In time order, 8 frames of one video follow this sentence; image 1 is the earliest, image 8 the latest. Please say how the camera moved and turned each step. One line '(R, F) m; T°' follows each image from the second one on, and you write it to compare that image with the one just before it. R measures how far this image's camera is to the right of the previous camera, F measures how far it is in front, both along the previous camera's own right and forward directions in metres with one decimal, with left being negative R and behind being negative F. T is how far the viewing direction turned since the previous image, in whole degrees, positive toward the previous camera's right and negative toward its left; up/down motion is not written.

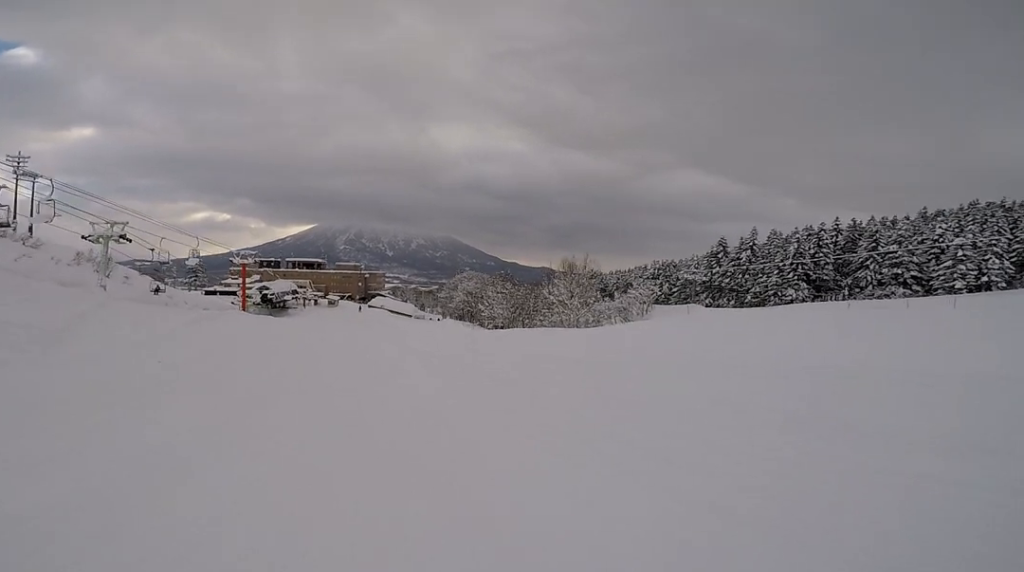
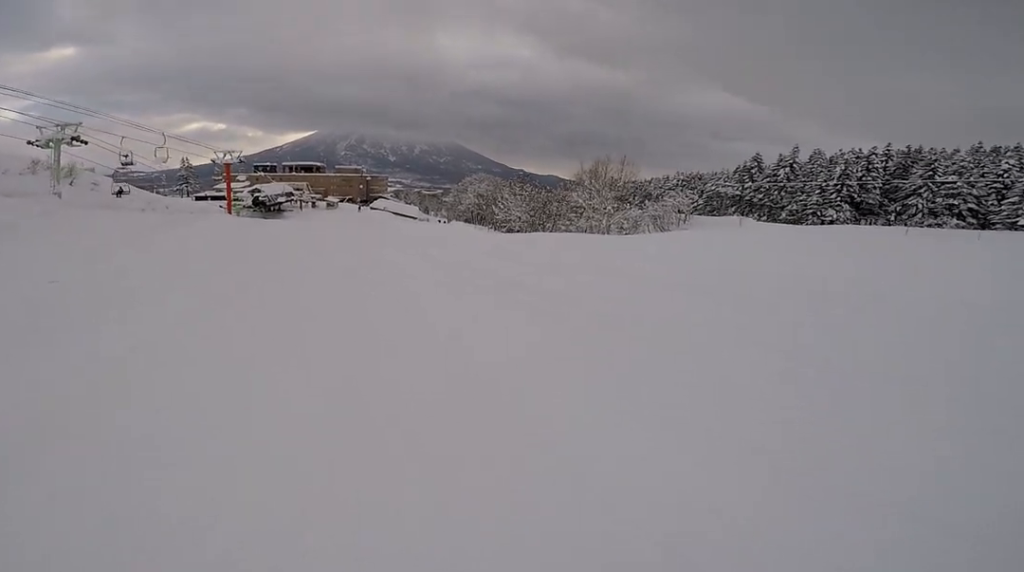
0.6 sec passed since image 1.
(0.0, +5.7) m; 0°
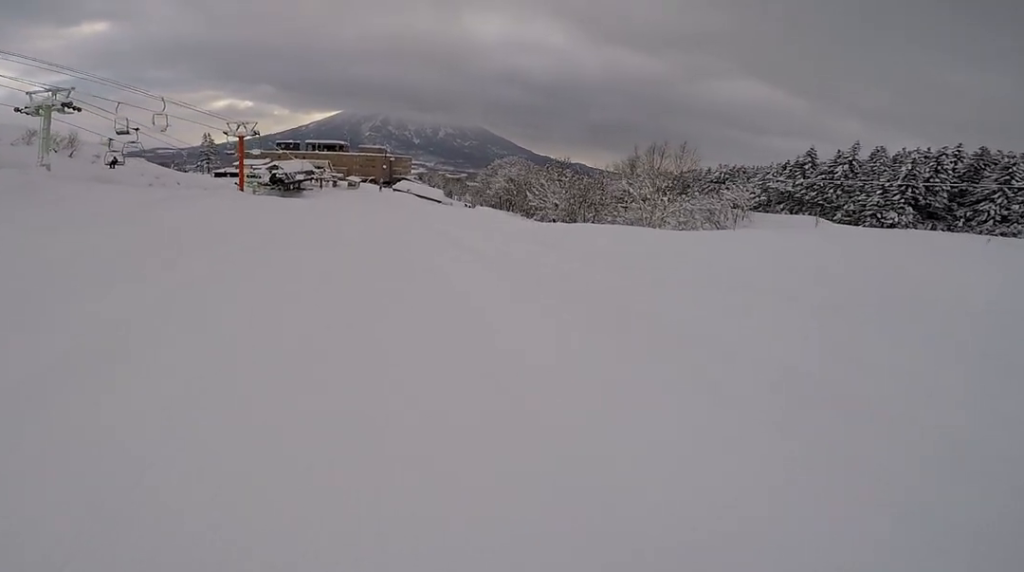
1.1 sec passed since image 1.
(0.0, +4.6) m; 0°
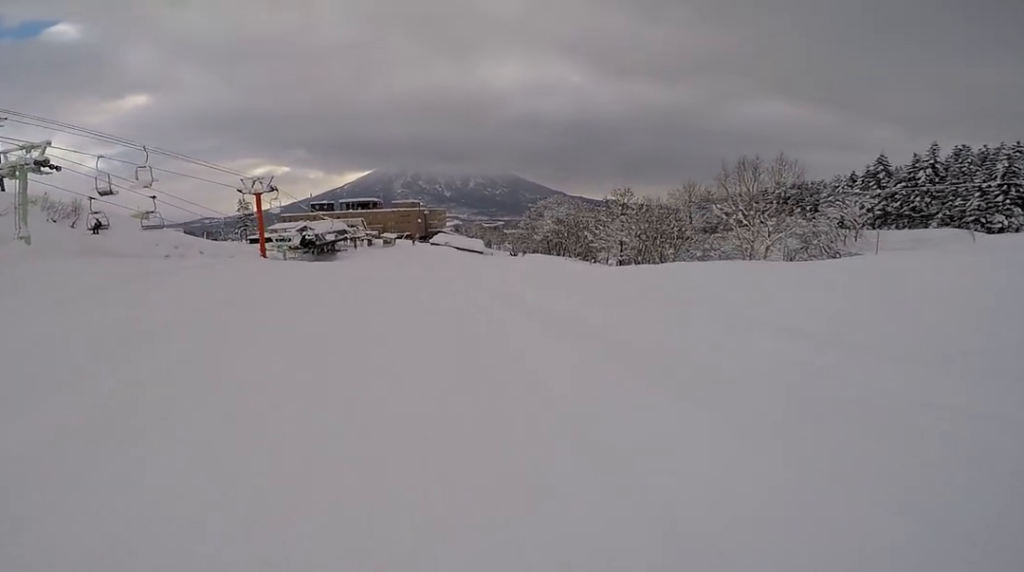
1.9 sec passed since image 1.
(0.0, +7.4) m; +2°
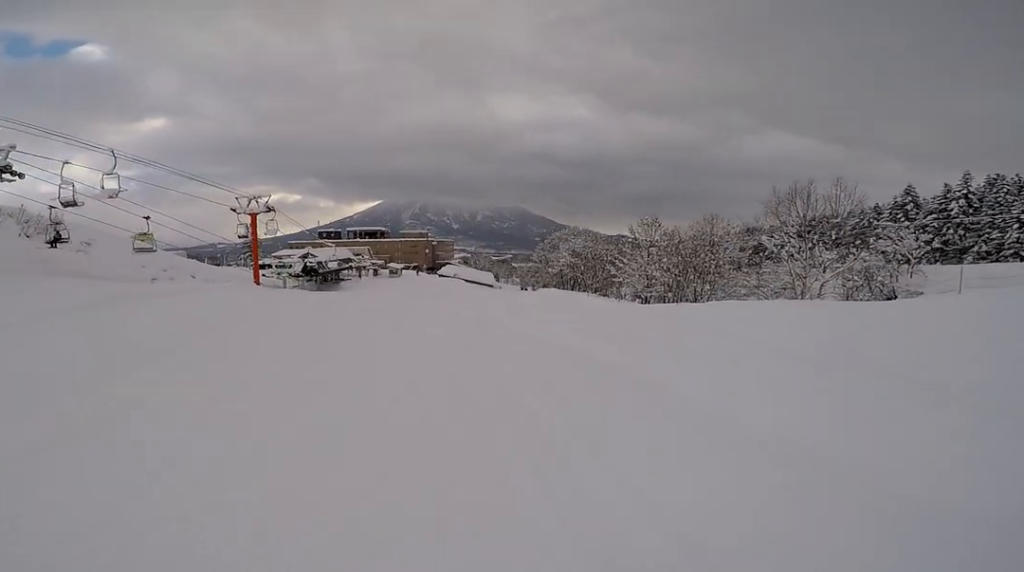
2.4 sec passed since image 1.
(0.0, +4.3) m; +1°
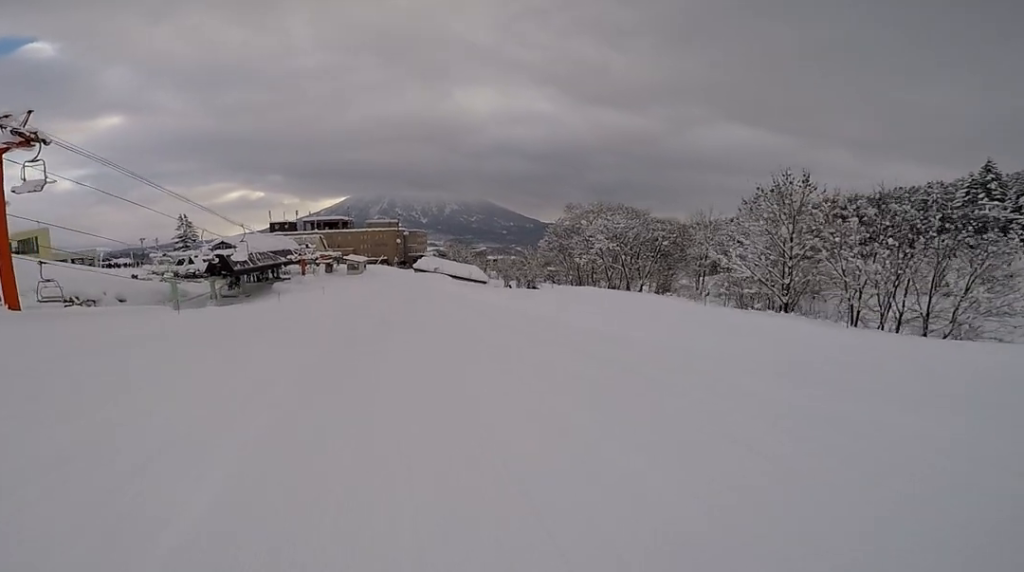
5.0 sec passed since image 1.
(+0.2, +22.7) m; 0°
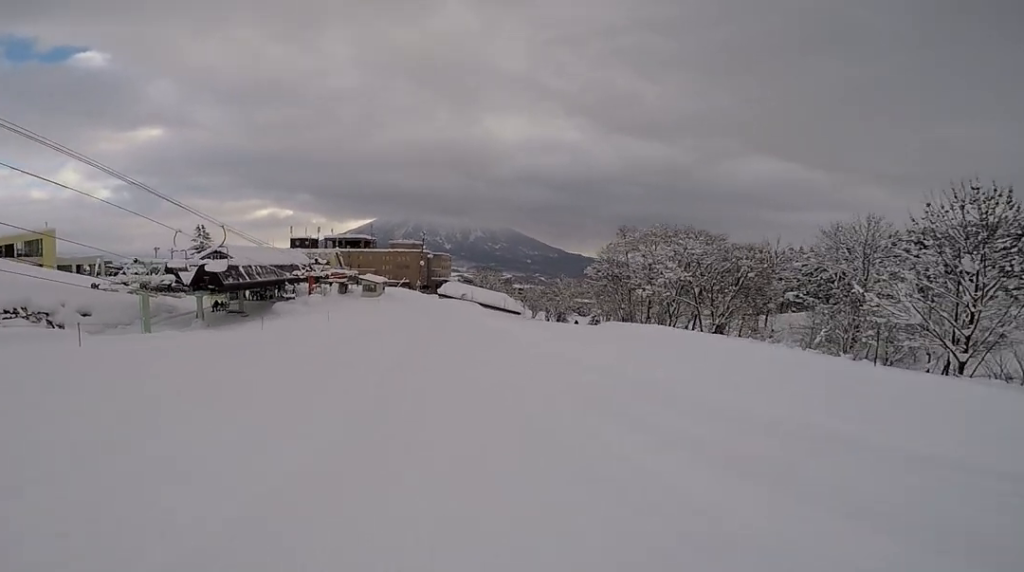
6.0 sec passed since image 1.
(-0.2, +9.1) m; 0°
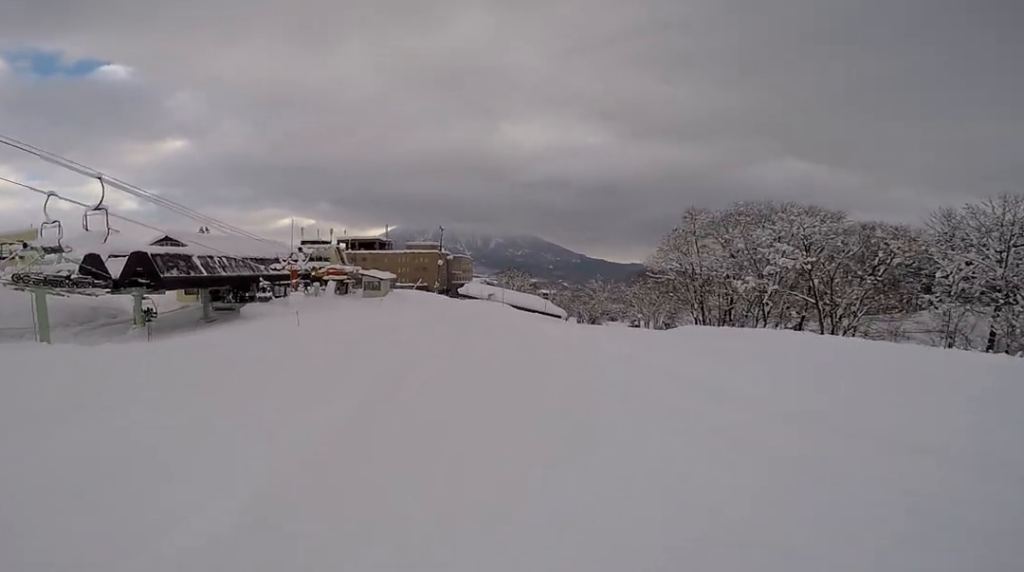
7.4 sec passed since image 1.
(+0.4, +11.0) m; +3°
